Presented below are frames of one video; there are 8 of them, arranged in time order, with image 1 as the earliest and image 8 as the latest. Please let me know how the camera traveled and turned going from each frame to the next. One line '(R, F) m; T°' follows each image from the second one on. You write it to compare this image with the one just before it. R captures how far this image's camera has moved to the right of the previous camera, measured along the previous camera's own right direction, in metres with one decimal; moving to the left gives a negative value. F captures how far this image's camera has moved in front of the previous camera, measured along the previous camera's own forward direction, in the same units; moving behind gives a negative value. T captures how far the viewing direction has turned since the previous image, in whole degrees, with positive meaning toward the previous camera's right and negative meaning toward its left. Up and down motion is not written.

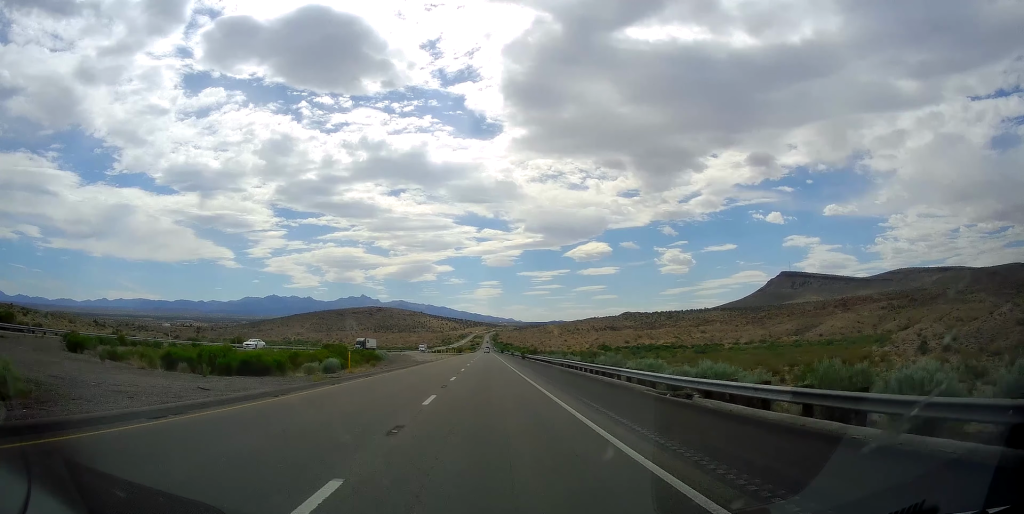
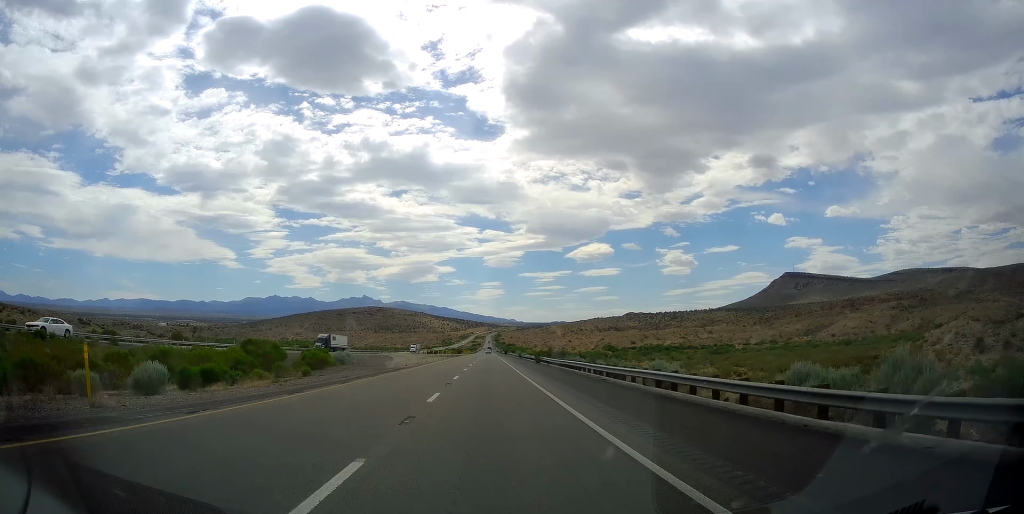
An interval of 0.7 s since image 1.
(0.0, +23.2) m; 0°
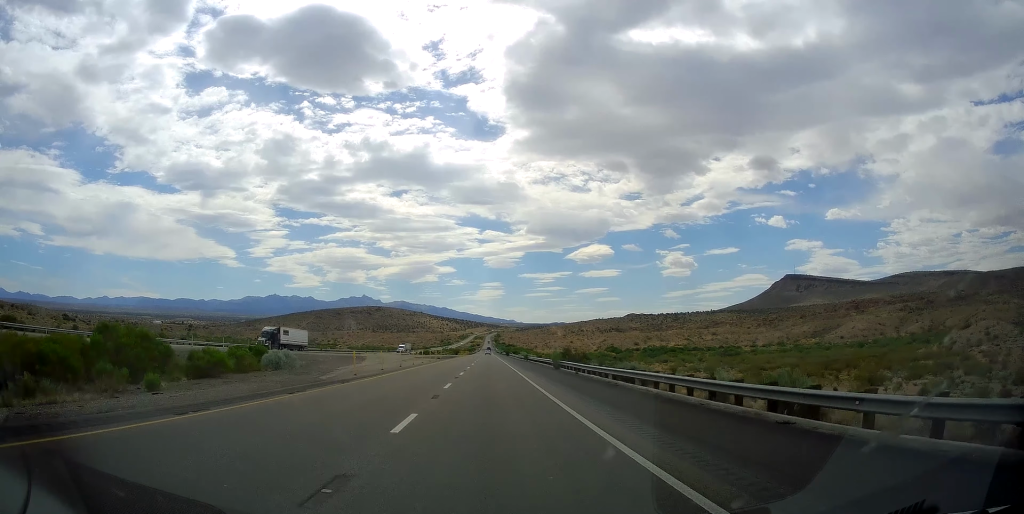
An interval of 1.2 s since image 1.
(0.0, +18.6) m; 0°
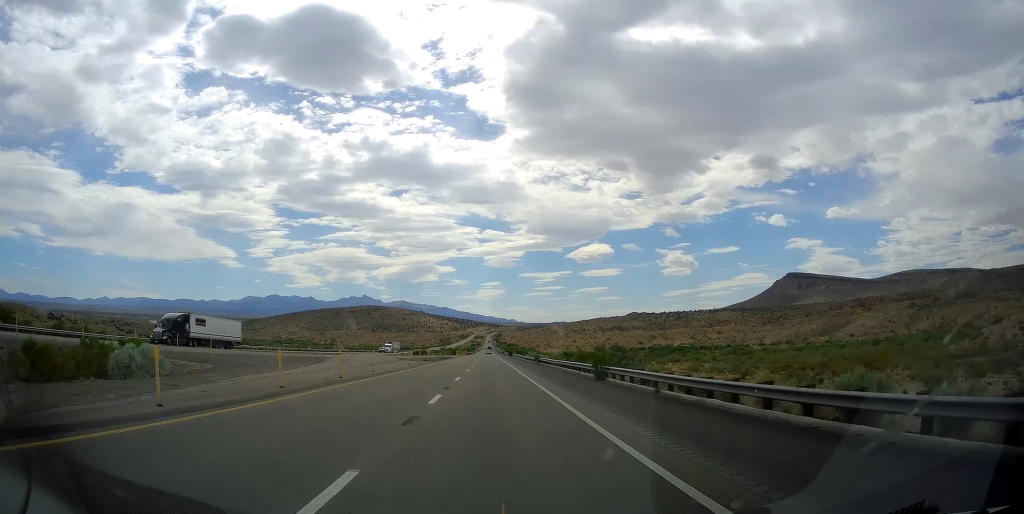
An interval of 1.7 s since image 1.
(0.0, +18.6) m; 0°
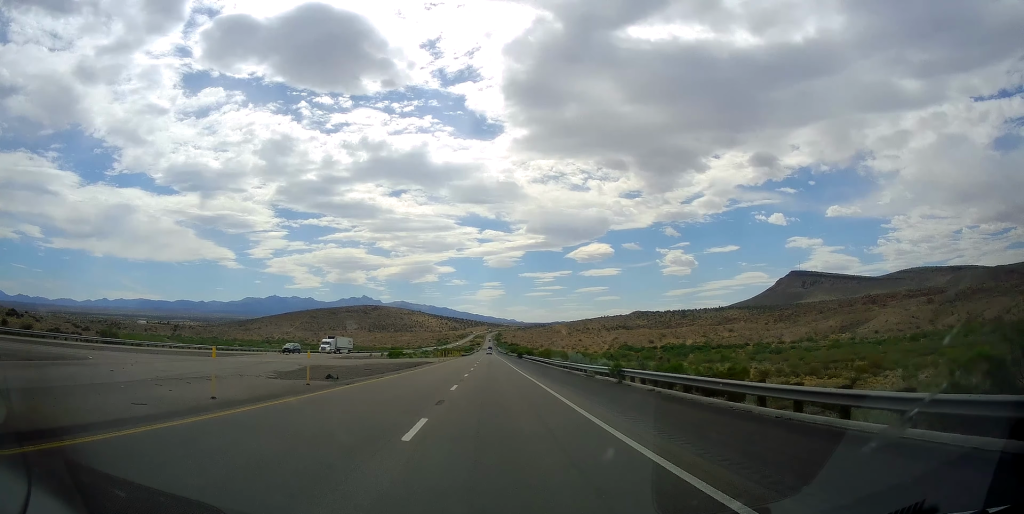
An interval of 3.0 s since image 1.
(-0.5, +43.0) m; 0°
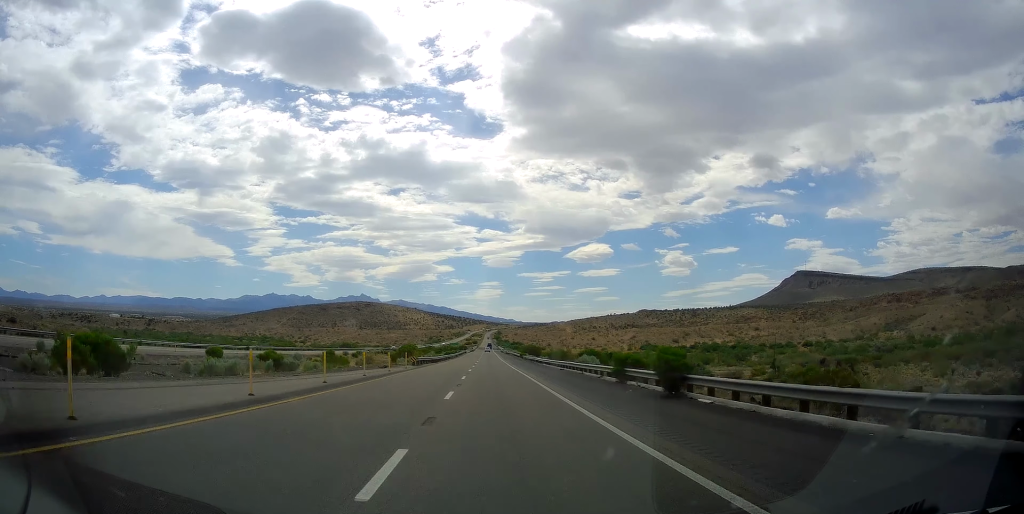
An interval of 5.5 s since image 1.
(+1.1, +89.1) m; +1°
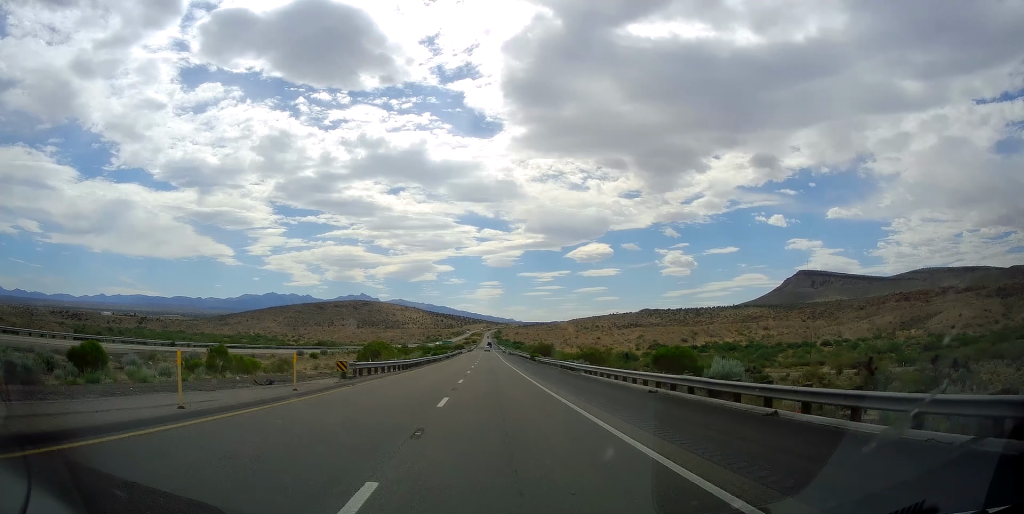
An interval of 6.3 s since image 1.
(0.0, +26.7) m; -1°
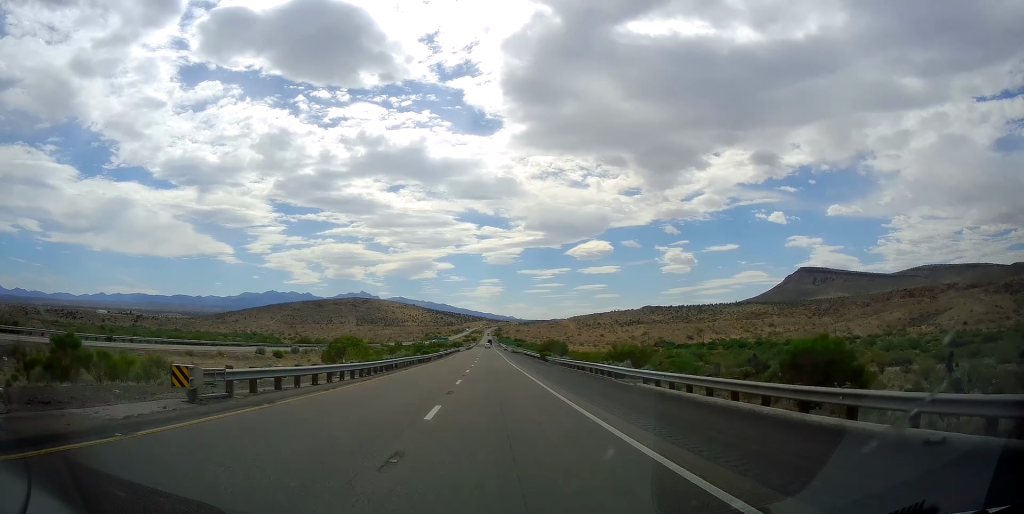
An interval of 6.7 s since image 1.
(-0.2, +15.0) m; 0°
